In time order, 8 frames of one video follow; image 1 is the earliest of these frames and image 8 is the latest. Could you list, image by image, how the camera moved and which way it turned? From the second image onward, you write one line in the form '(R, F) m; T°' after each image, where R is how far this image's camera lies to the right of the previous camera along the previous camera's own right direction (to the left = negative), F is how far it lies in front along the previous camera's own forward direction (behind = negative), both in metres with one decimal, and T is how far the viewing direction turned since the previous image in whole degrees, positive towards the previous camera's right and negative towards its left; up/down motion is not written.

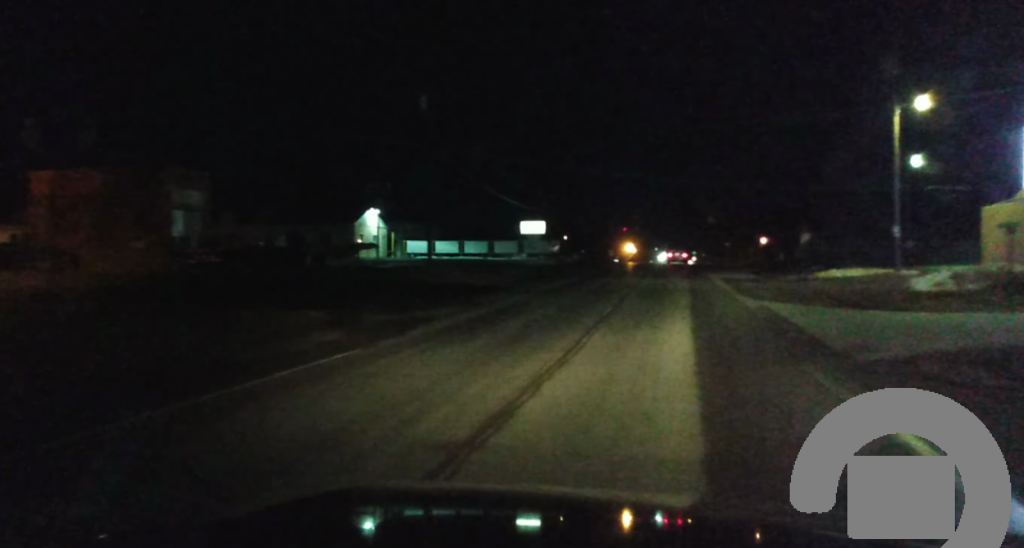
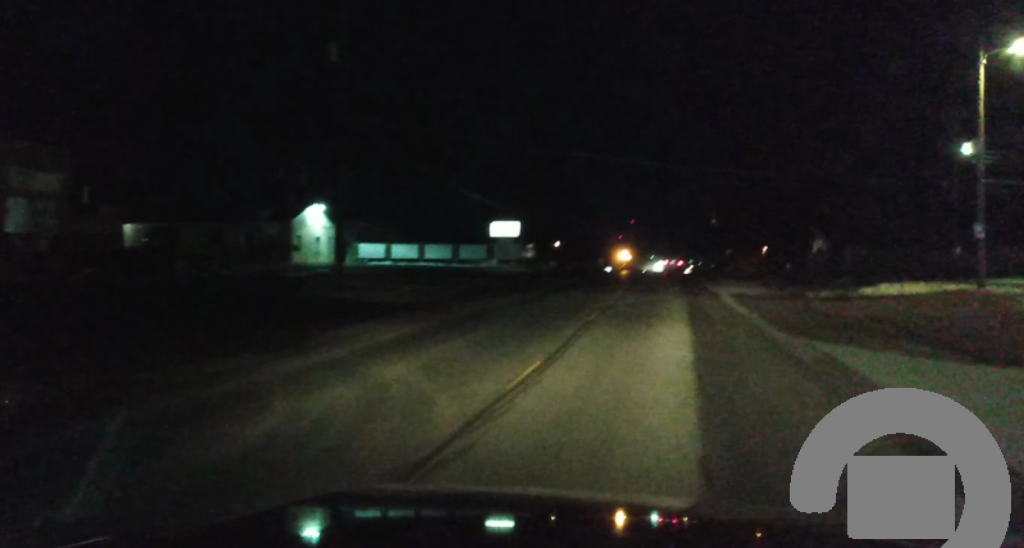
(+0.2, +13.6) m; +2°
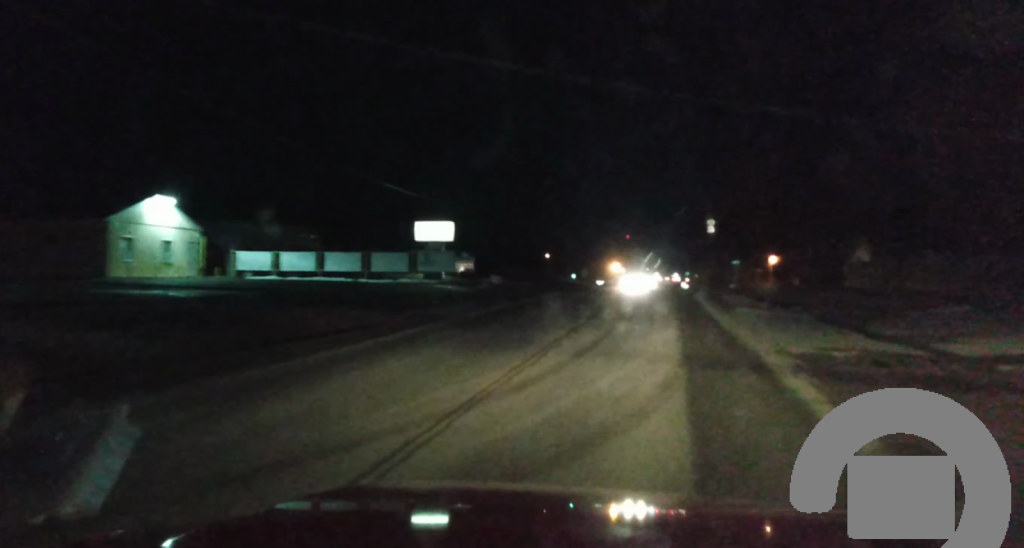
(+0.6, +24.6) m; 0°
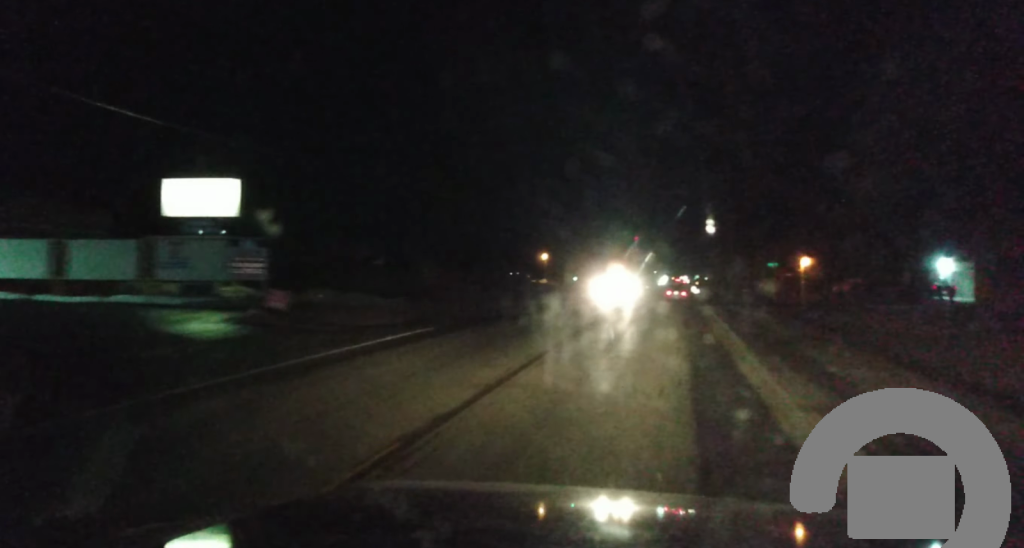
(-0.2, +31.0) m; -1°
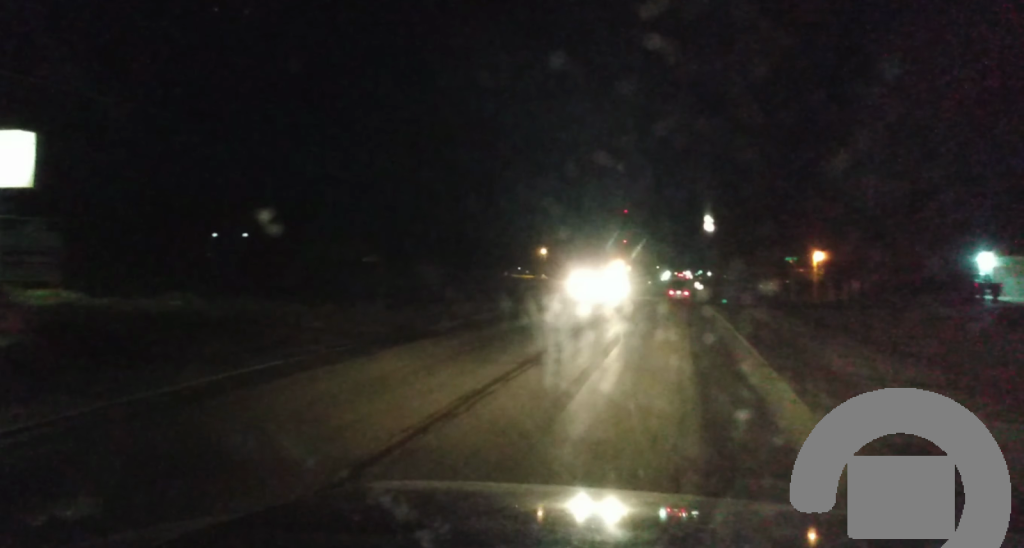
(-0.3, +9.5) m; -1°
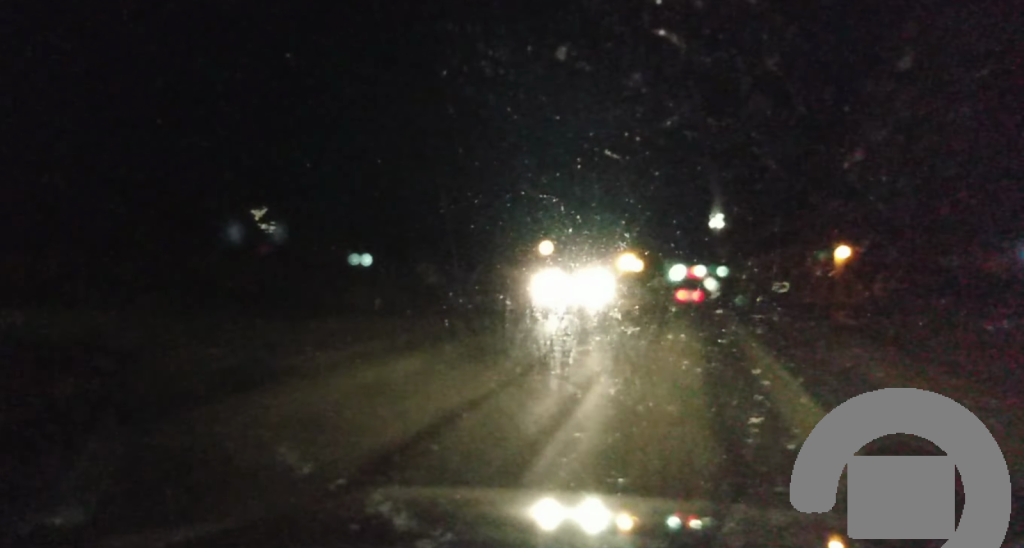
(-0.1, +7.9) m; 0°
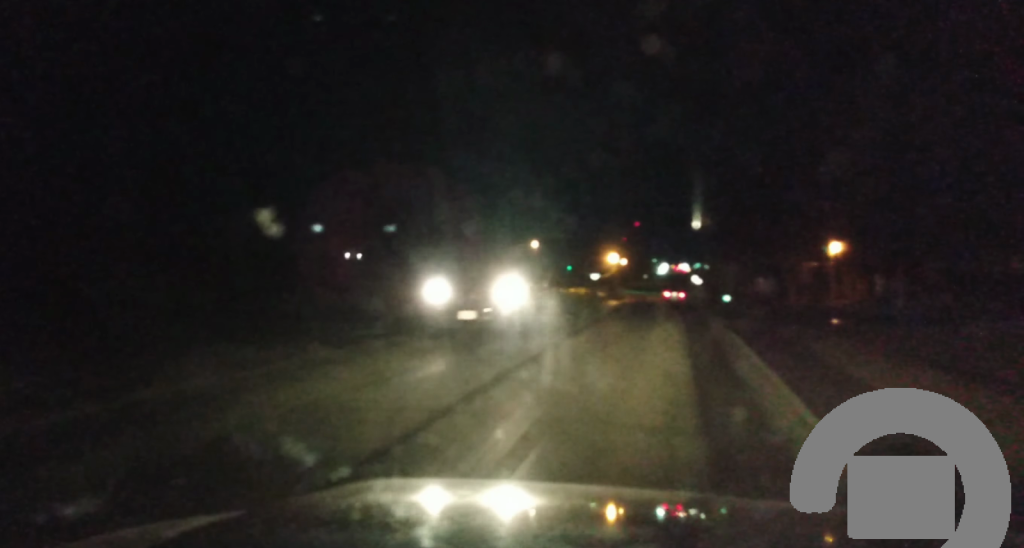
(0.0, +9.5) m; 0°
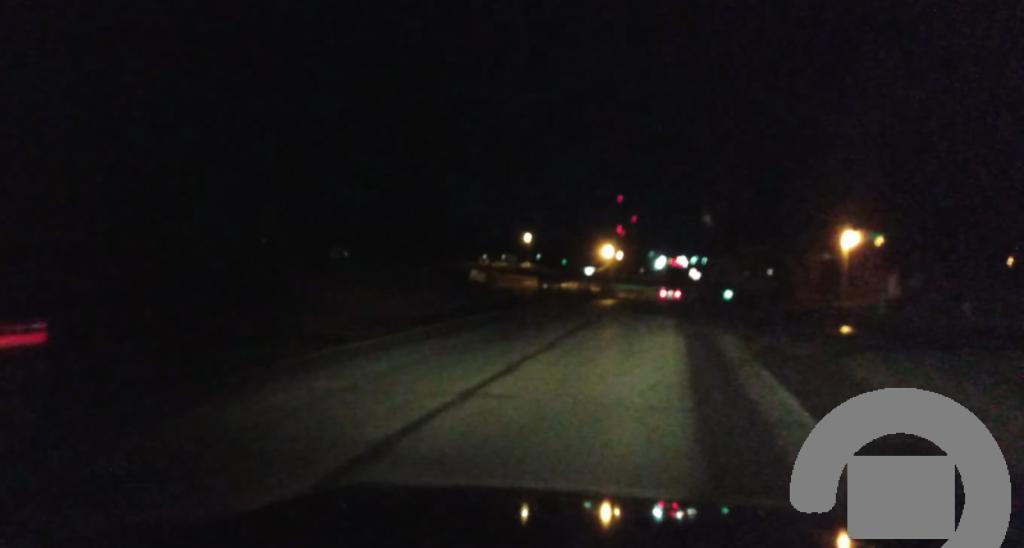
(+0.1, +11.0) m; 0°
